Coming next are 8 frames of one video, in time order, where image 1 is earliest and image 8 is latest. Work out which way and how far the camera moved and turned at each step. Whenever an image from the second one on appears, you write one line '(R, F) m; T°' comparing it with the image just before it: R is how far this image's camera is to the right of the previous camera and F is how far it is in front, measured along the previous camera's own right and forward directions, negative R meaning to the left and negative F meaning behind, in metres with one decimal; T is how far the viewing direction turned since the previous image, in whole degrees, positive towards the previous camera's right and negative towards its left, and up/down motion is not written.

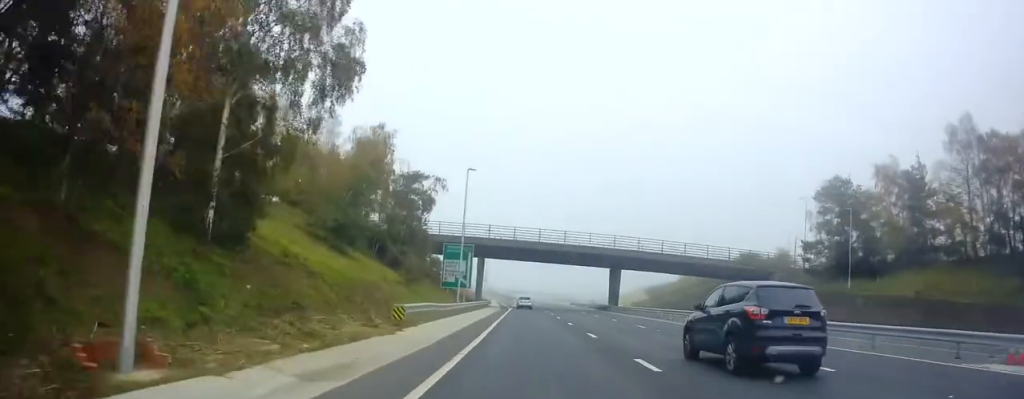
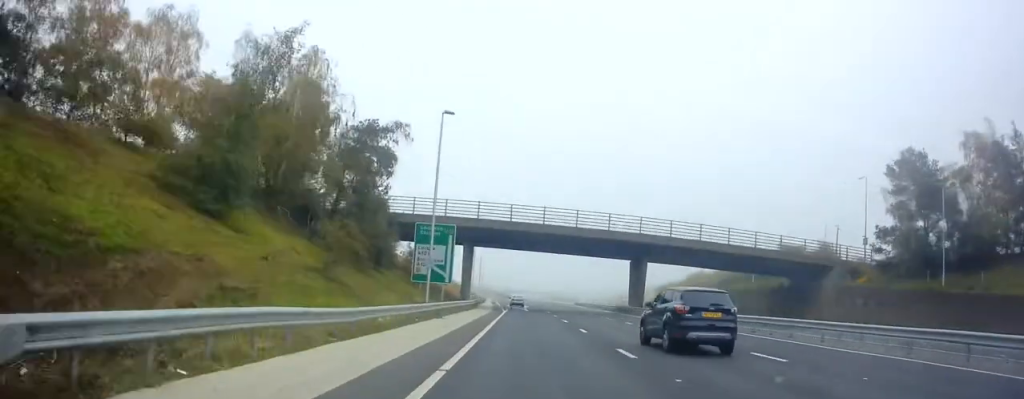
(-0.5, +15.7) m; 0°
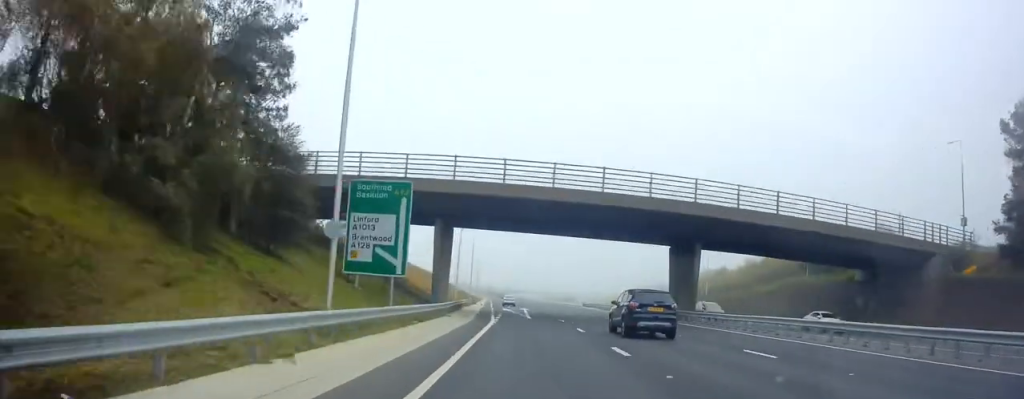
(+0.4, +17.4) m; +1°
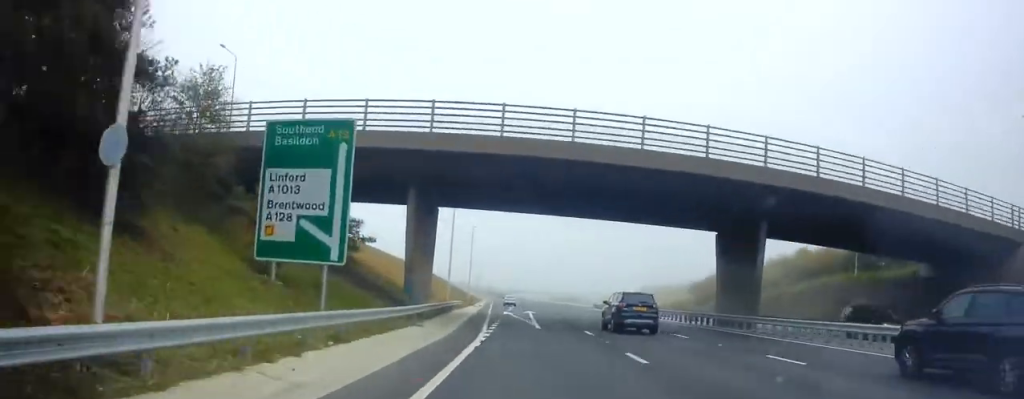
(0.0, +10.2) m; -1°
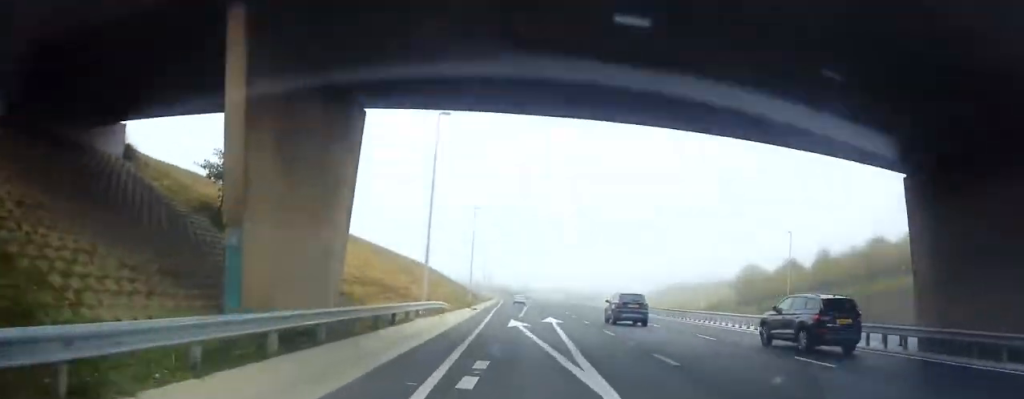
(-0.2, +18.4) m; -1°
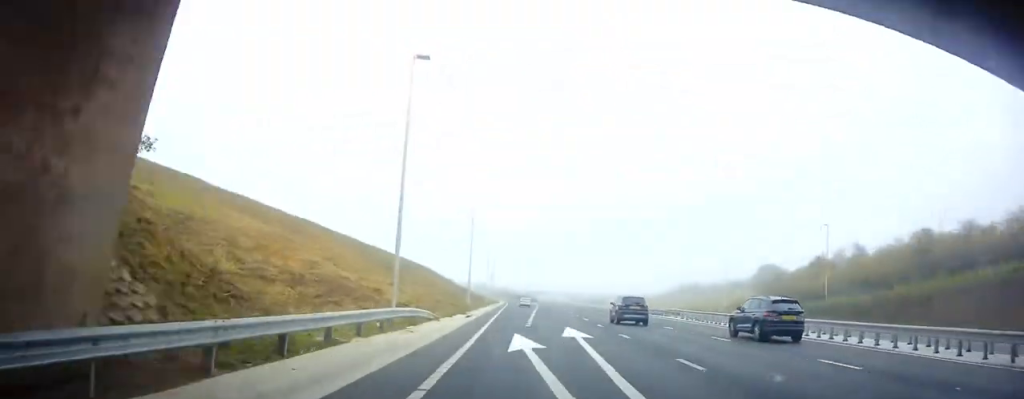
(-0.3, +9.4) m; 0°
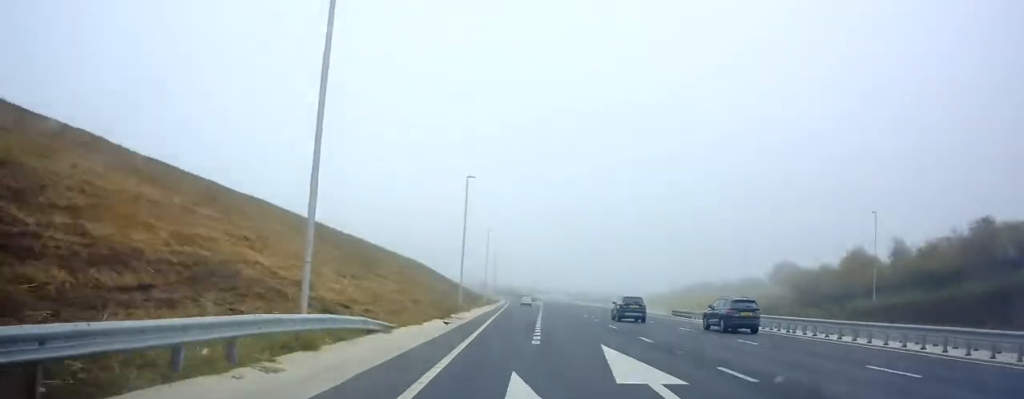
(+0.1, +10.6) m; 0°
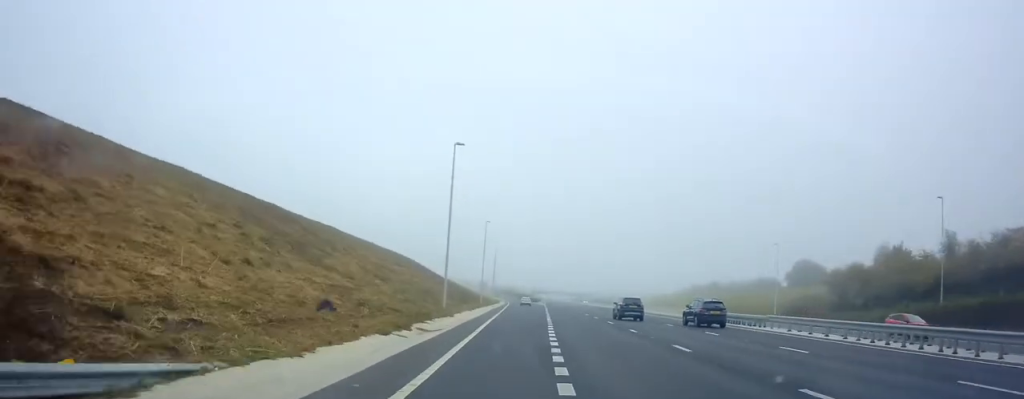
(+0.2, +11.8) m; 0°
